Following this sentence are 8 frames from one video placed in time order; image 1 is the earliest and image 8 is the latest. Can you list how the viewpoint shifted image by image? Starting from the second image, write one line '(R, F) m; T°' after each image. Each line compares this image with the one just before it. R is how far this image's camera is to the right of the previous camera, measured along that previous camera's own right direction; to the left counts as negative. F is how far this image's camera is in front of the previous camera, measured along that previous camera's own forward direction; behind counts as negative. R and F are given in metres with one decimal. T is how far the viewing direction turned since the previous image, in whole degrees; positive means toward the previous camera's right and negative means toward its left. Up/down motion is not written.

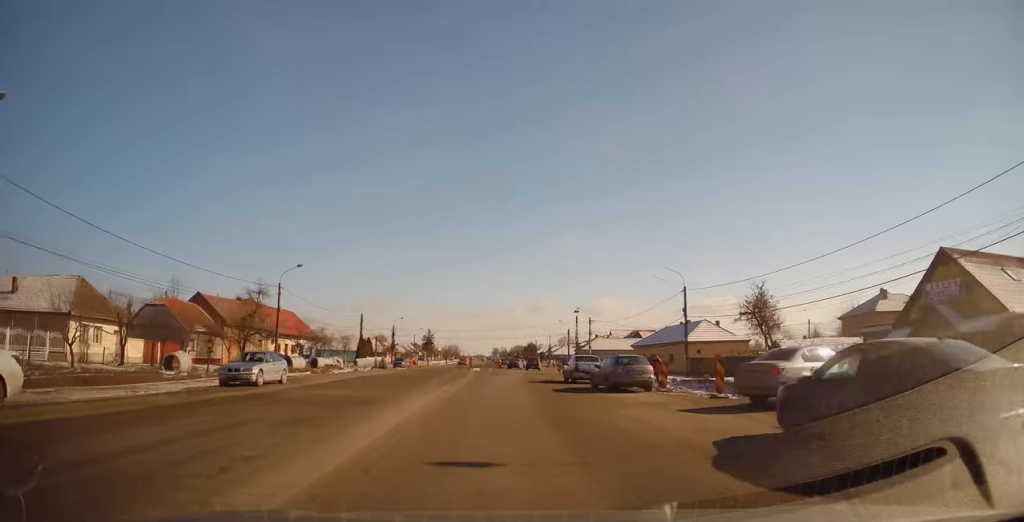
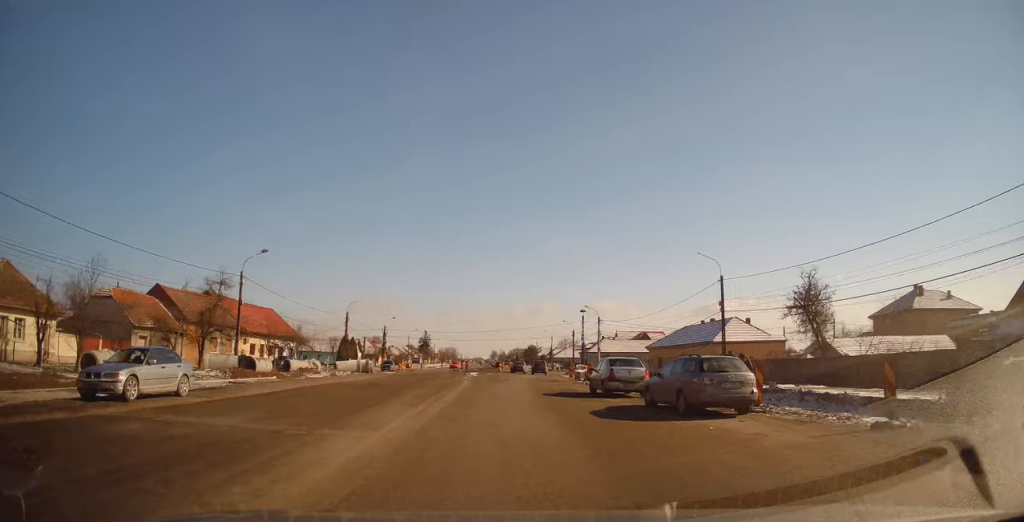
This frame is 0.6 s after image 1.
(0.0, +8.6) m; 0°
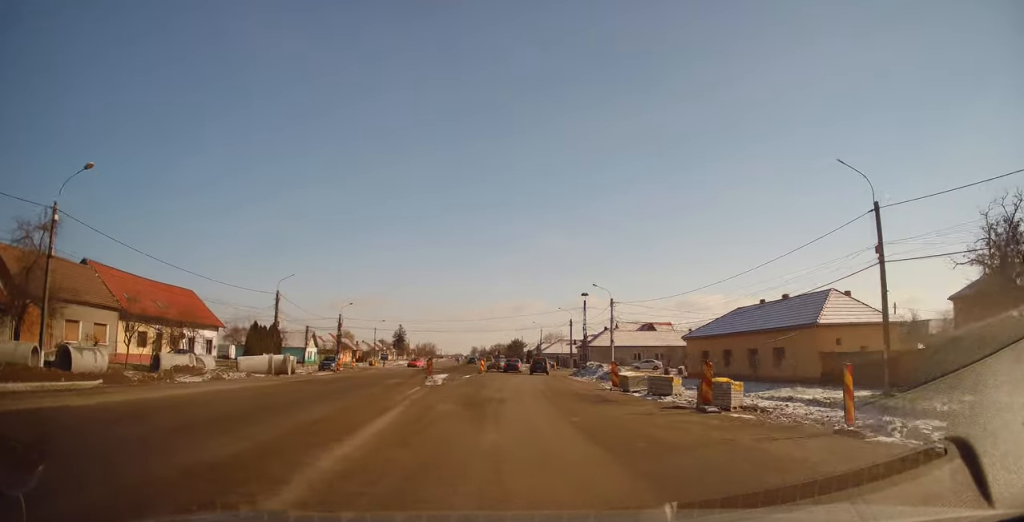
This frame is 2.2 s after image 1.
(+0.1, +20.5) m; +1°
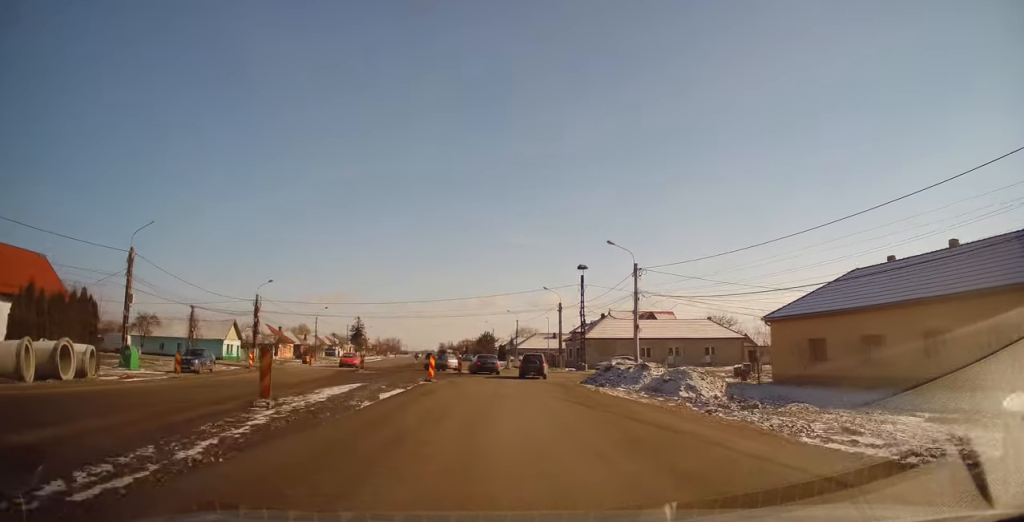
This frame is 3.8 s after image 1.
(+0.7, +21.4) m; +4°
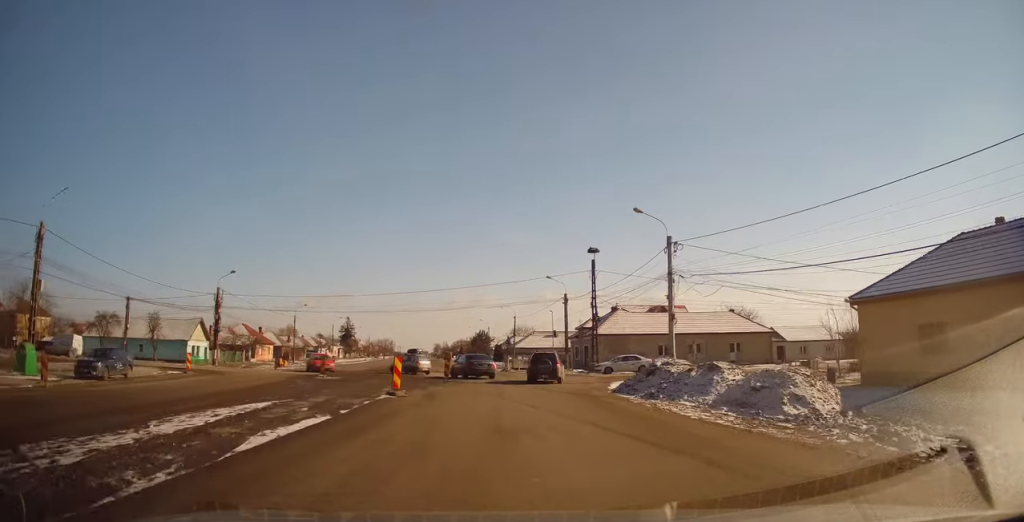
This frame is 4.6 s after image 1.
(+0.1, +9.2) m; 0°
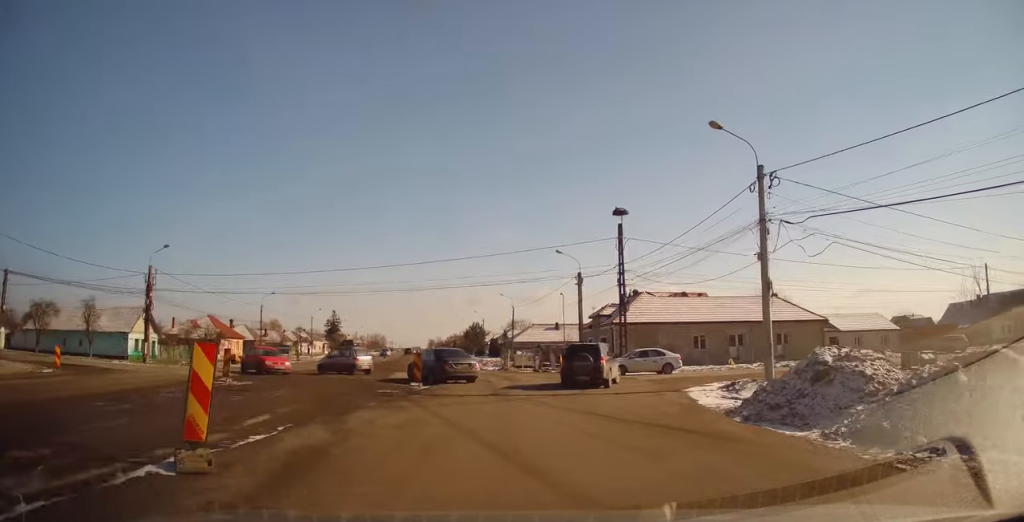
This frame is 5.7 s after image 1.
(0.0, +12.2) m; 0°
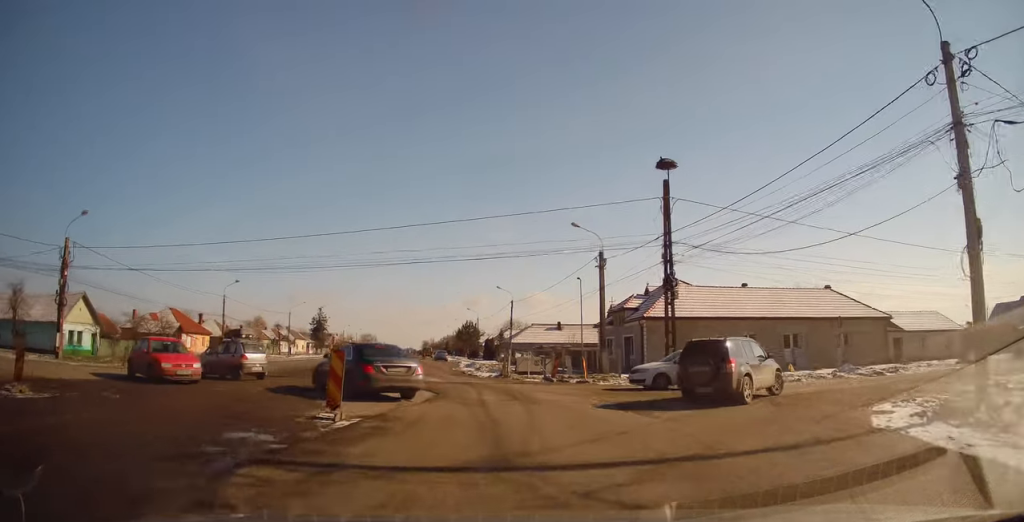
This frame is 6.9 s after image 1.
(0.0, +11.1) m; -1°
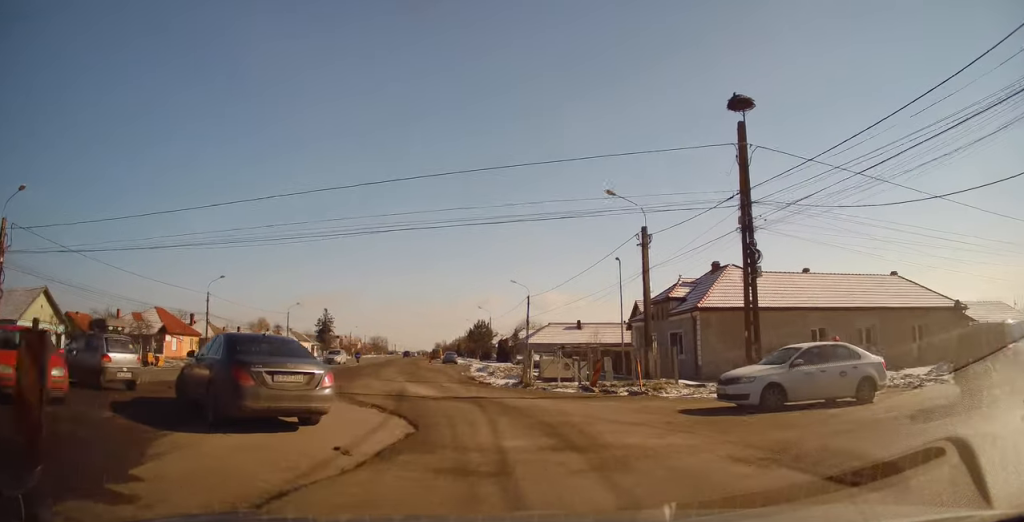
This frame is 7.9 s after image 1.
(-0.1, +7.9) m; +1°
